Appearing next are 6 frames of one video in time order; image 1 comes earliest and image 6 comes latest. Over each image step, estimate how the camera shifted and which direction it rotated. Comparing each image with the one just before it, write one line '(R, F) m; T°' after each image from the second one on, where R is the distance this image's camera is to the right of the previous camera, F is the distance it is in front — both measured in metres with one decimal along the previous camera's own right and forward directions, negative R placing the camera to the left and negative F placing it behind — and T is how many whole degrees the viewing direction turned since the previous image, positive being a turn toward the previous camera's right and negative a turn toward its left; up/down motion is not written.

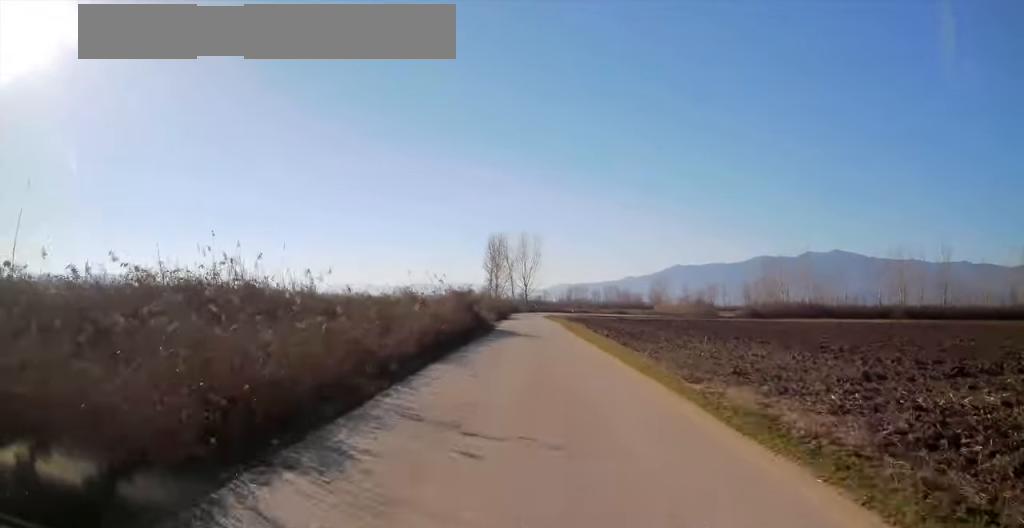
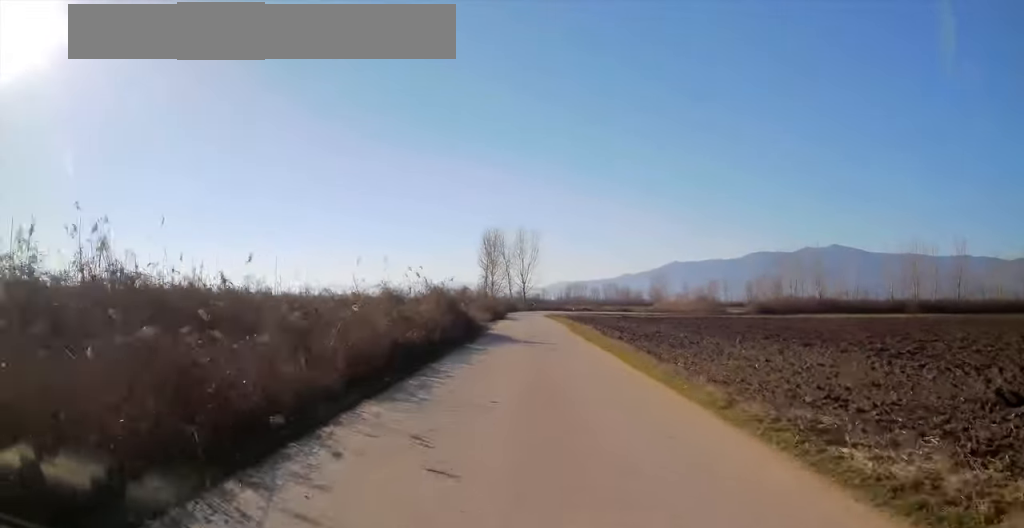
(0.0, +5.8) m; 0°
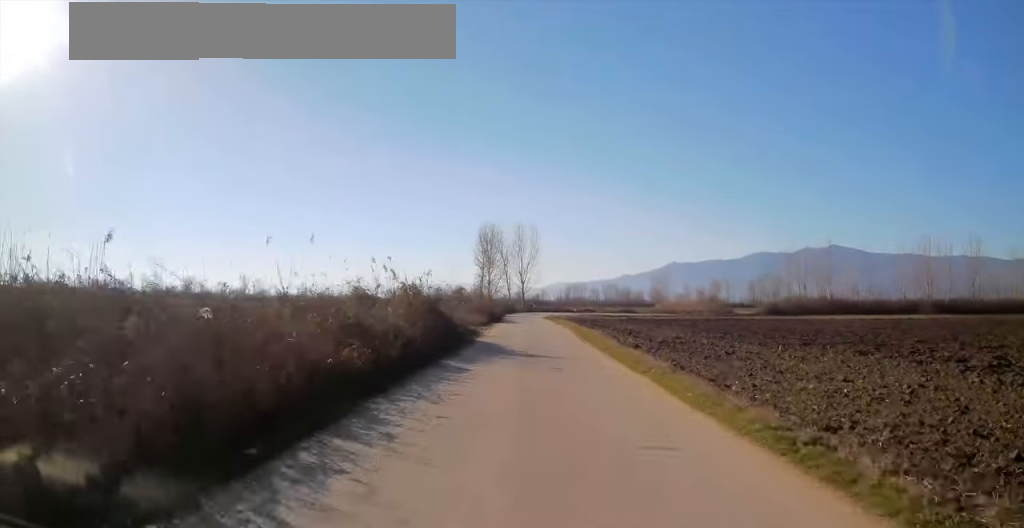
(0.0, +5.1) m; 0°
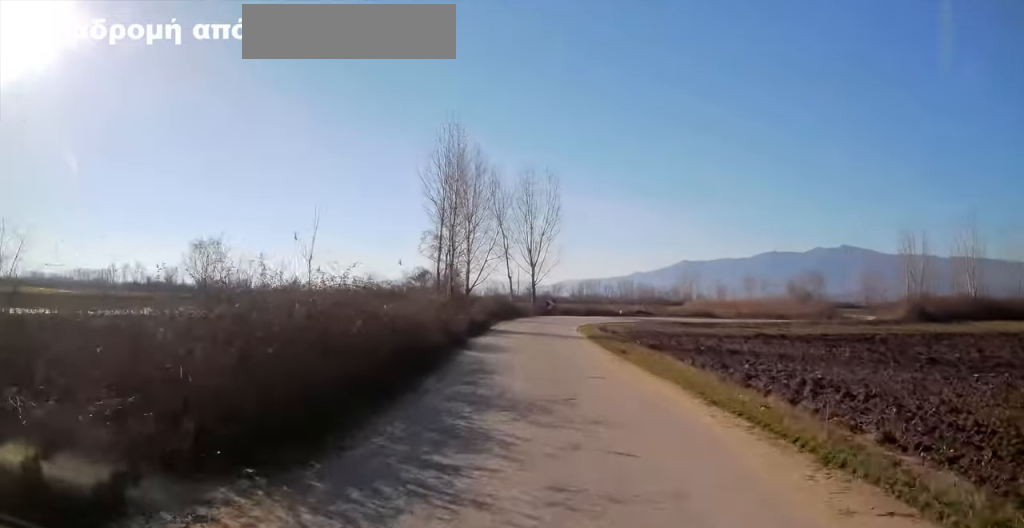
(-0.9, +45.2) m; -2°
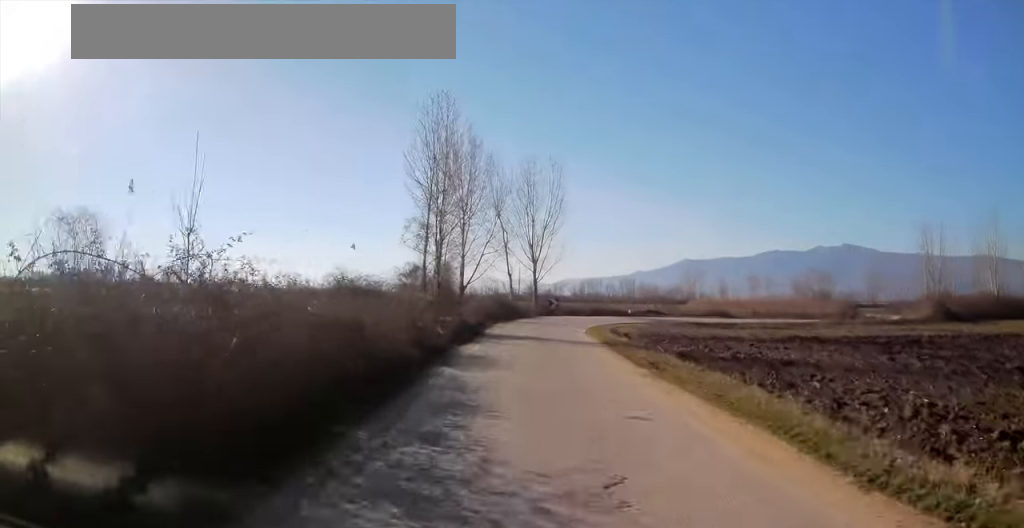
(0.0, +6.5) m; 0°
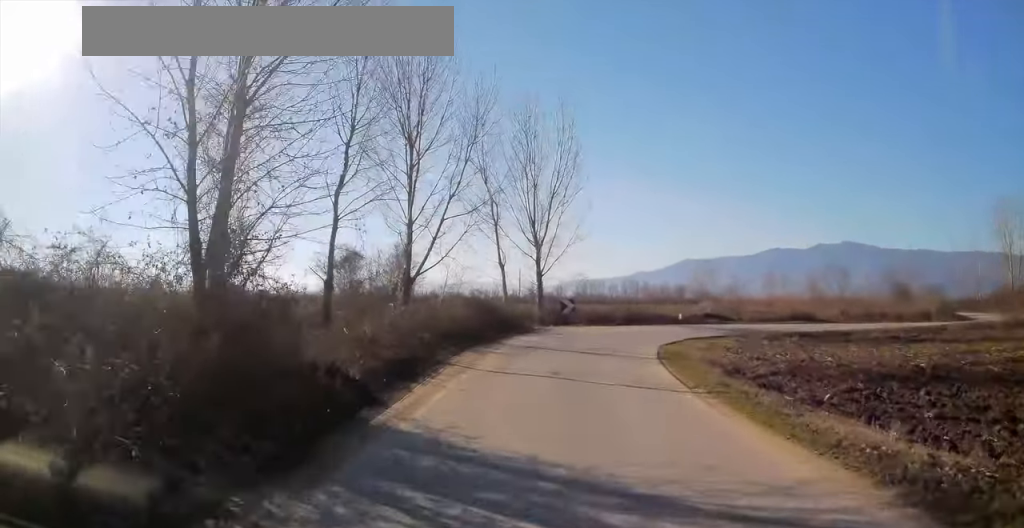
(0.0, +14.7) m; +2°
